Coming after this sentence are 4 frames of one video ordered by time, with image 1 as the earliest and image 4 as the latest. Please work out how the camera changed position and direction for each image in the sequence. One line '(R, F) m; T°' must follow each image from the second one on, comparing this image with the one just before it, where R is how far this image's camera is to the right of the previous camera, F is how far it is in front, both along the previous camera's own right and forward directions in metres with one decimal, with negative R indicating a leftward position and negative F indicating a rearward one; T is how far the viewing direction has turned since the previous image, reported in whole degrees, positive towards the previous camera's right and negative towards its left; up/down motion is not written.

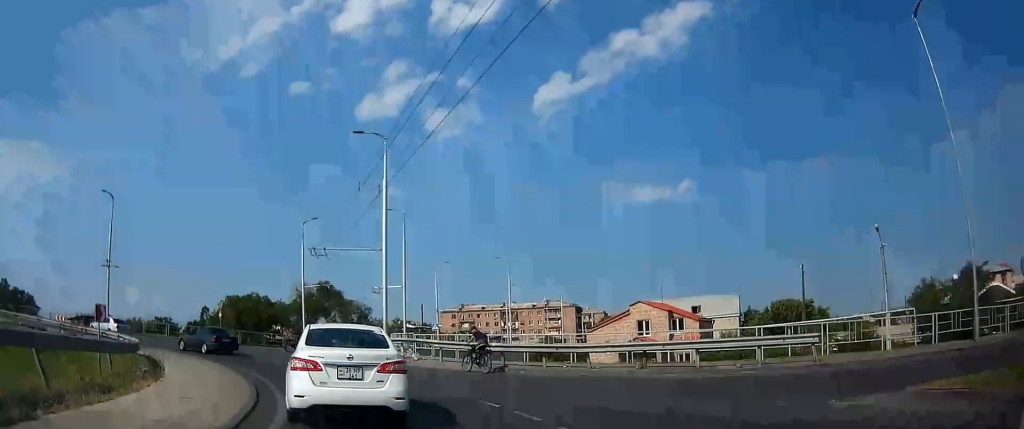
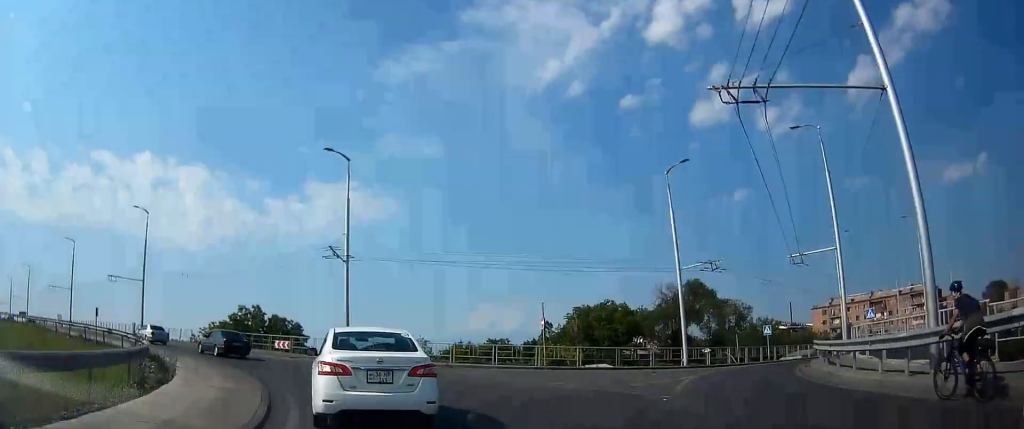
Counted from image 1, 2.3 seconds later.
(-6.5, +20.1) m; -41°
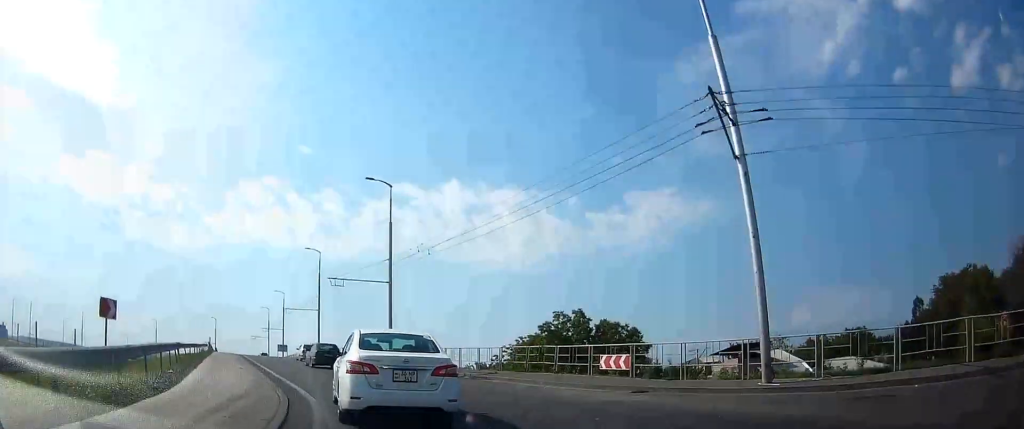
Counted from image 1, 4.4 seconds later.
(-7.0, +19.6) m; -37°
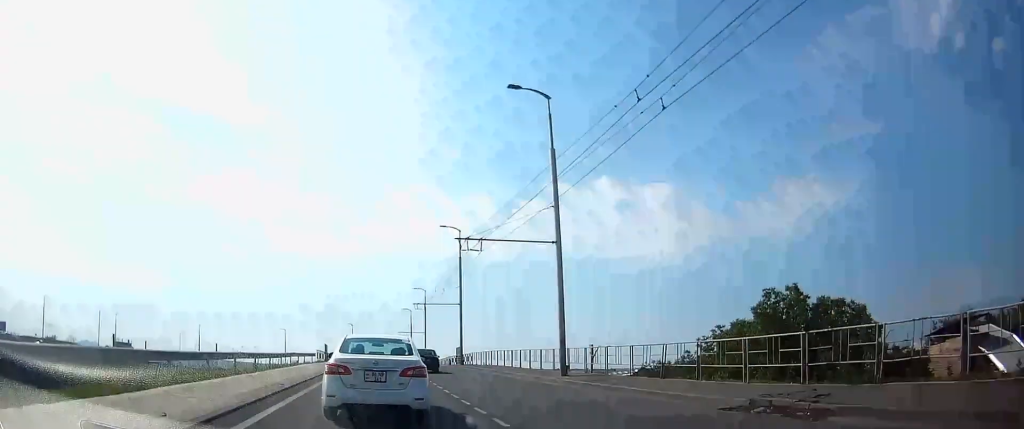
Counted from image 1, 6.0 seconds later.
(-2.9, +15.3) m; -16°
